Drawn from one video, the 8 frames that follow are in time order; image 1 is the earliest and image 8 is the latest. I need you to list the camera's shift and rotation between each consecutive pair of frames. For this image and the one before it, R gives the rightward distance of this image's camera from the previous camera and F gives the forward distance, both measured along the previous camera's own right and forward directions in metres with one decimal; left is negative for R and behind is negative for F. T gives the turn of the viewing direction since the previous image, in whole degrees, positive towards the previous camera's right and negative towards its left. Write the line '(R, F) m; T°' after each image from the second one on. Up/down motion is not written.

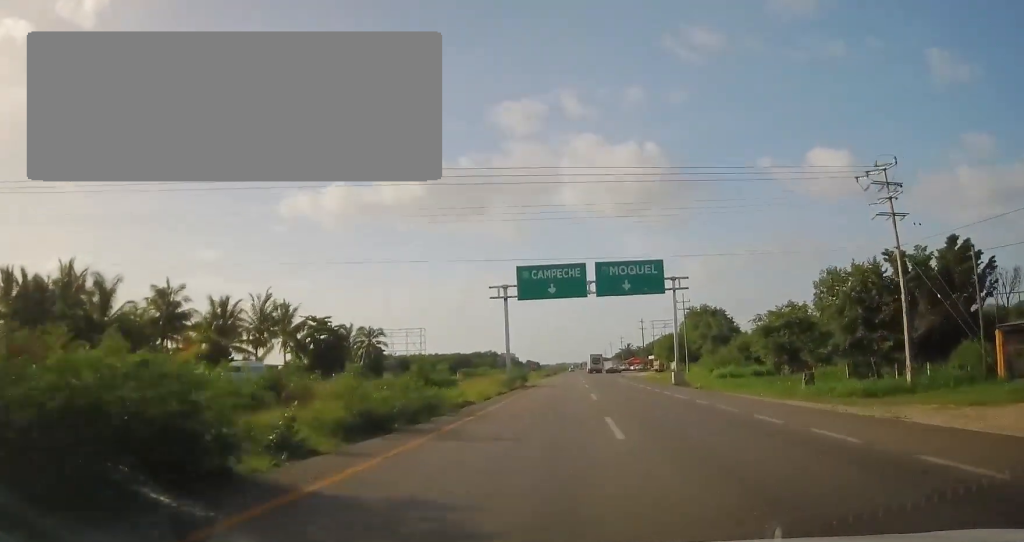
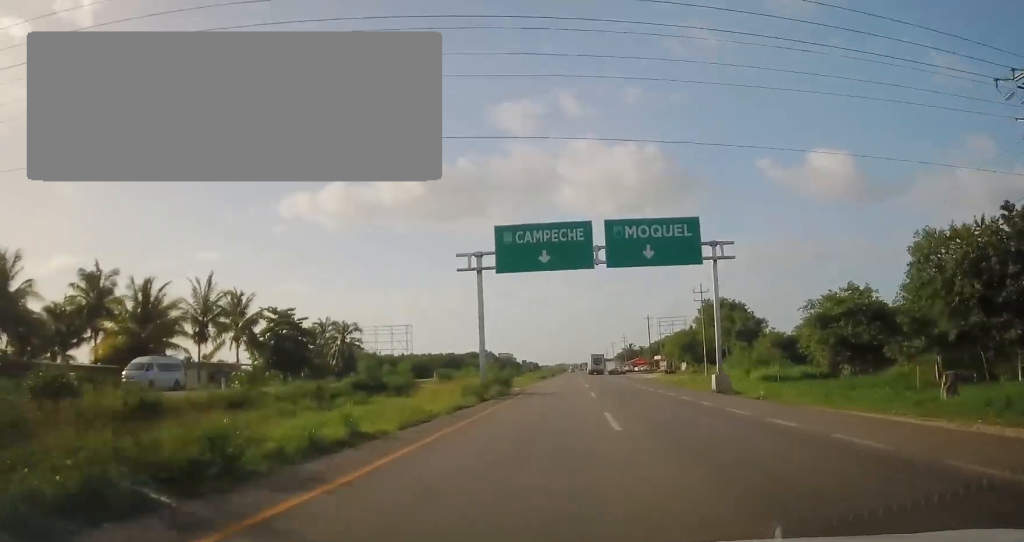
(0.0, +13.1) m; 0°
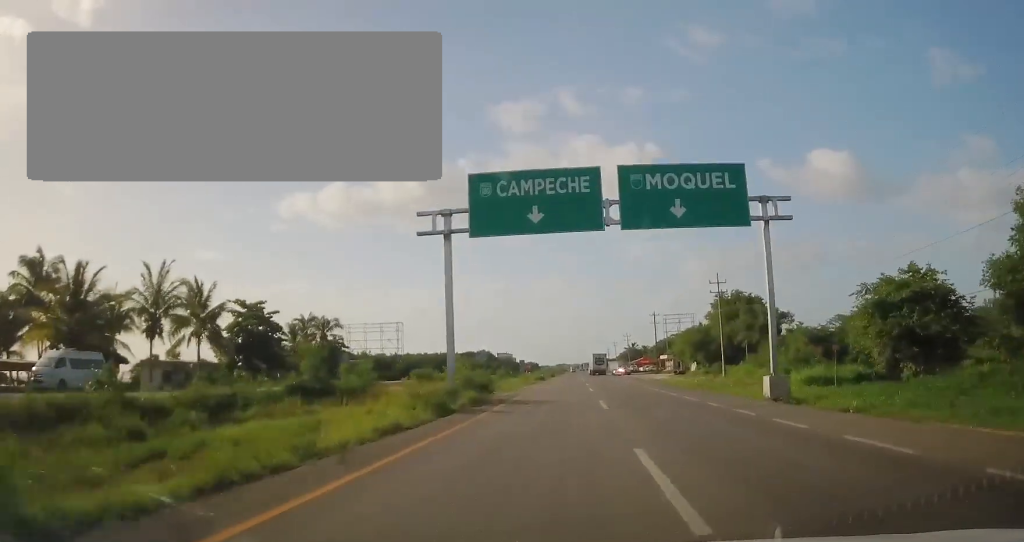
(-0.2, +8.9) m; -1°
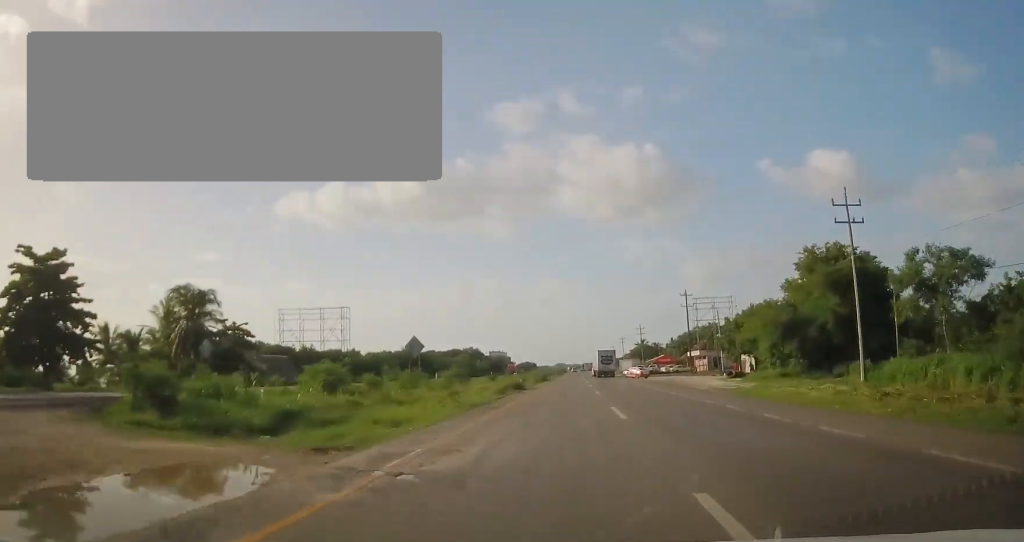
(-0.3, +34.6) m; -1°
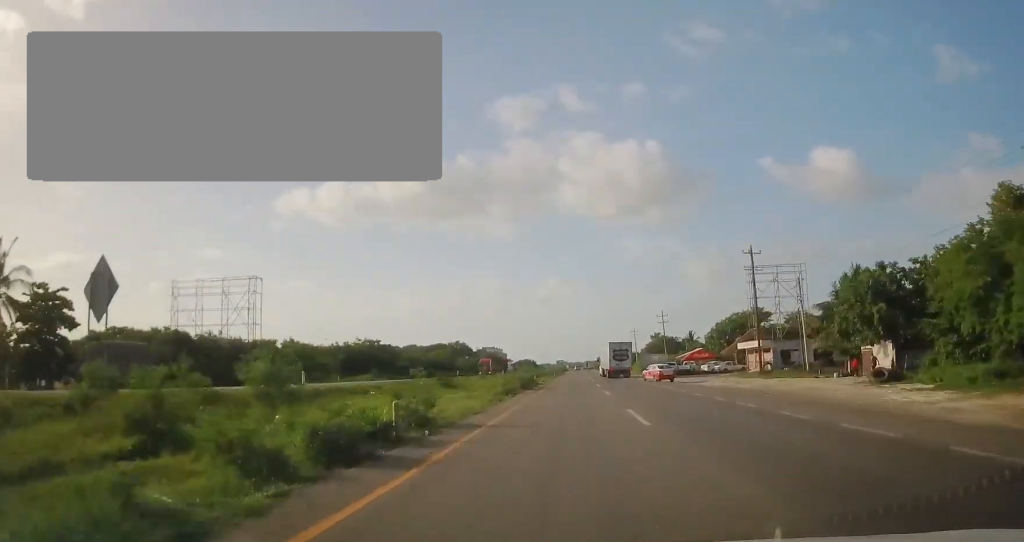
(0.0, +32.5) m; -1°
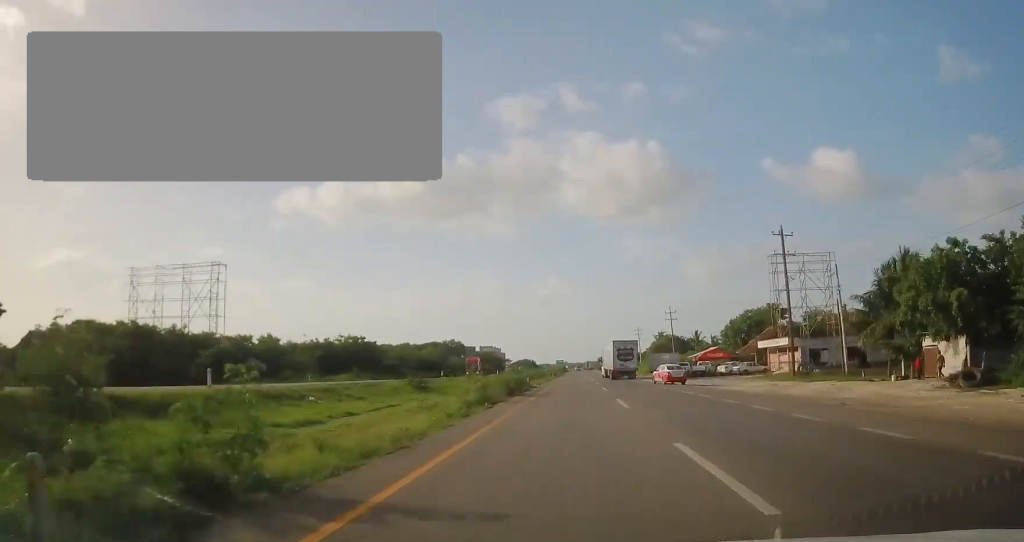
(0.0, +8.6) m; 0°
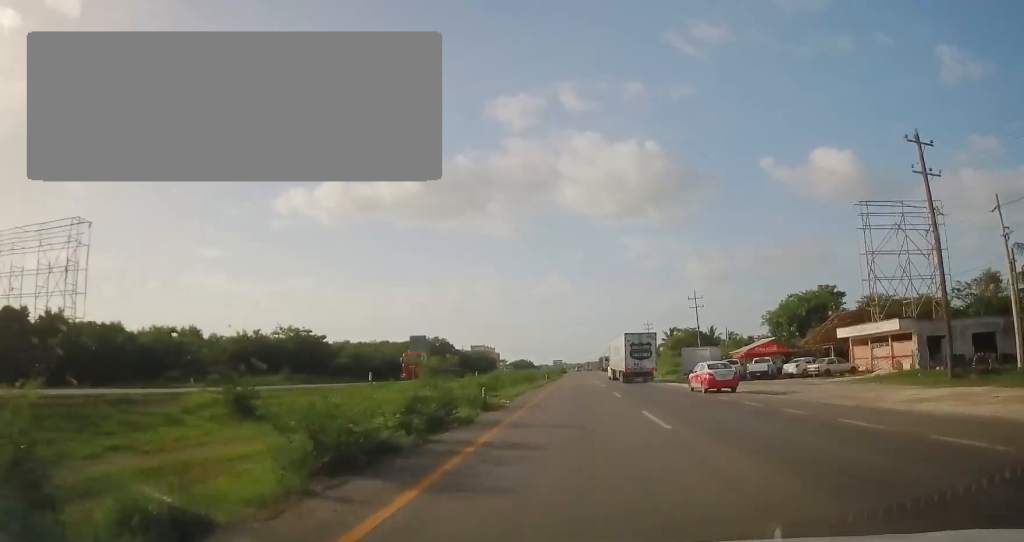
(-0.4, +21.9) m; 0°
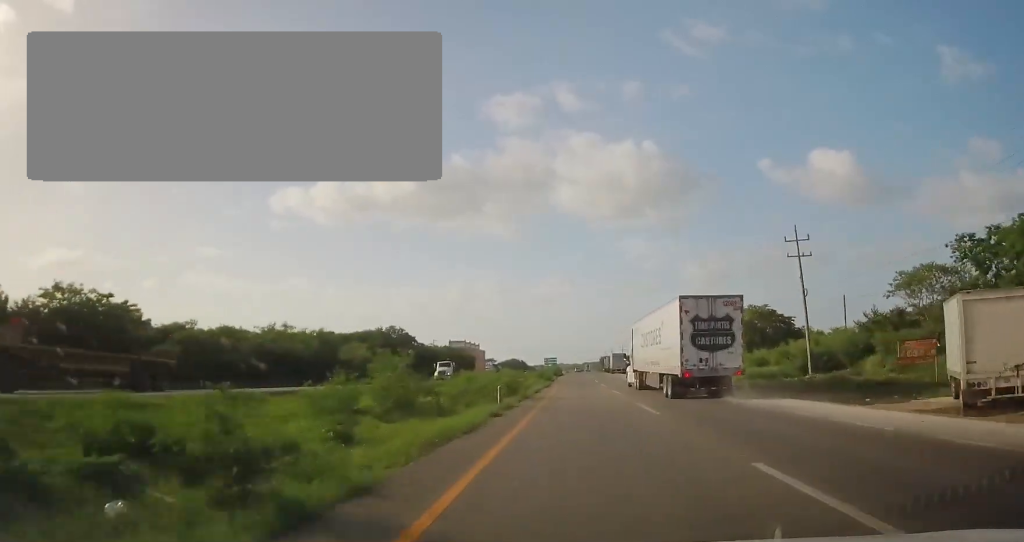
(-0.1, +39.5) m; -1°
